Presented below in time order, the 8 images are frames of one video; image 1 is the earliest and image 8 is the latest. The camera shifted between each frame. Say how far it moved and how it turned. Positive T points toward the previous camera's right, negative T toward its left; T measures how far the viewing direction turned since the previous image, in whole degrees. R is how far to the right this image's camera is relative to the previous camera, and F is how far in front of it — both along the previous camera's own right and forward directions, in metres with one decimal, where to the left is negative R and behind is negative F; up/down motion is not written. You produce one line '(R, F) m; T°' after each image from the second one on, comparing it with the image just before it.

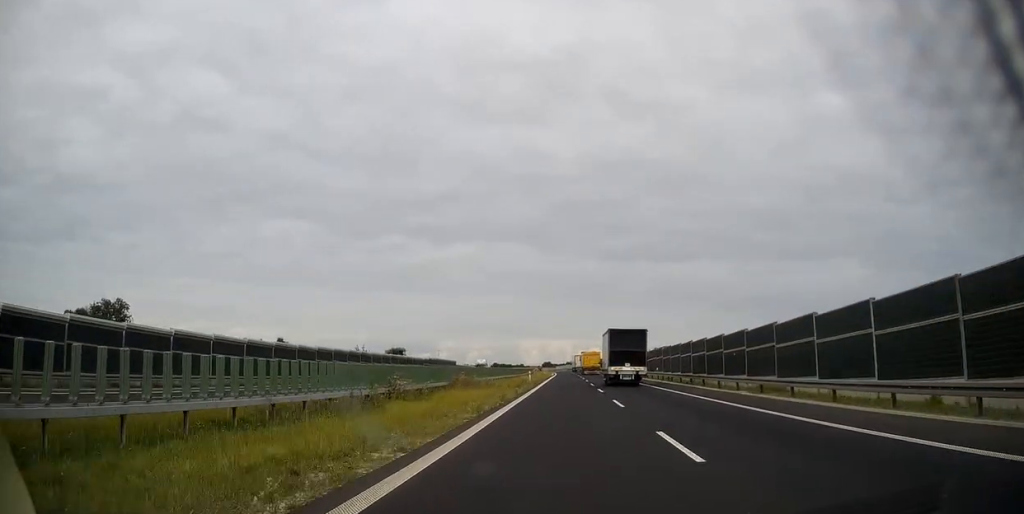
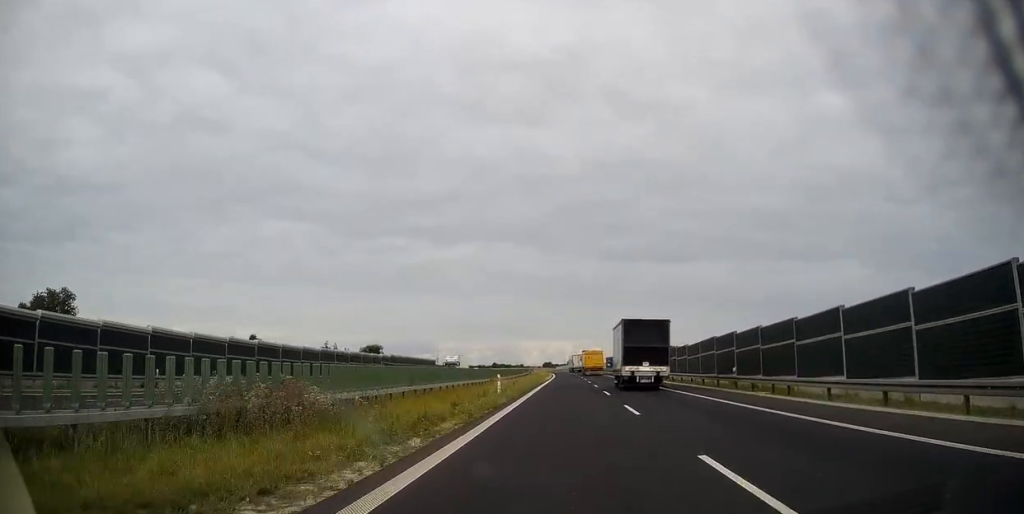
(+0.1, +27.4) m; 0°
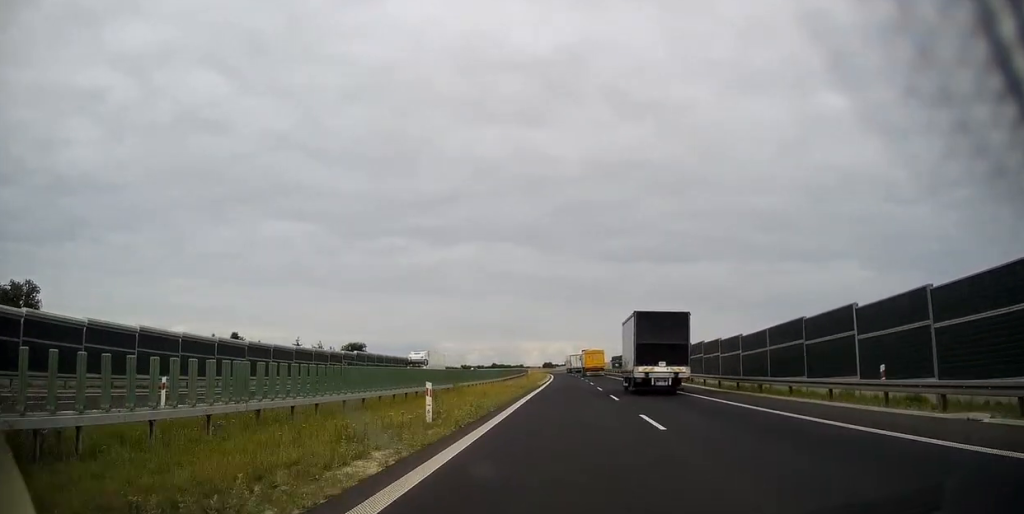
(+0.1, +16.0) m; 0°
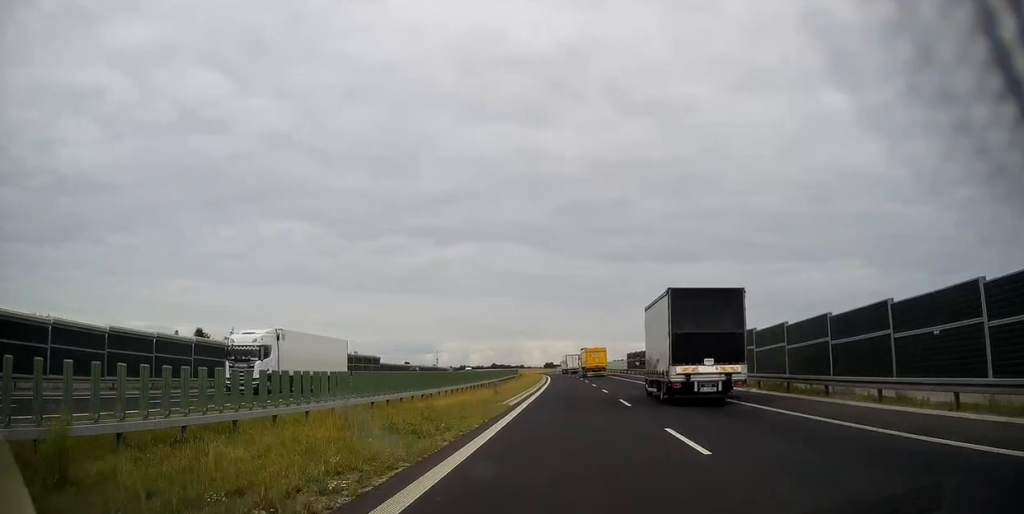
(-0.2, +26.3) m; 0°
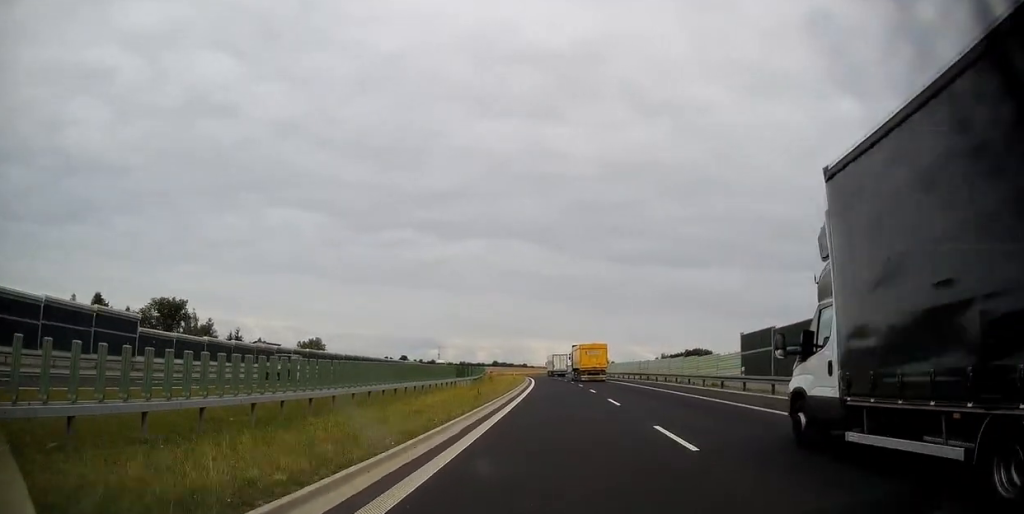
(-0.2, +59.4) m; -1°
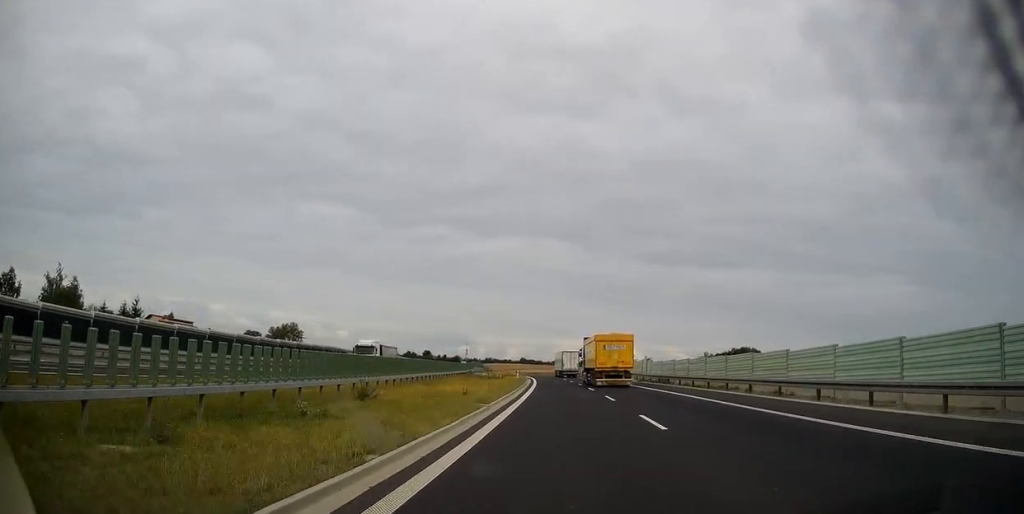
(-0.9, +55.8) m; -2°
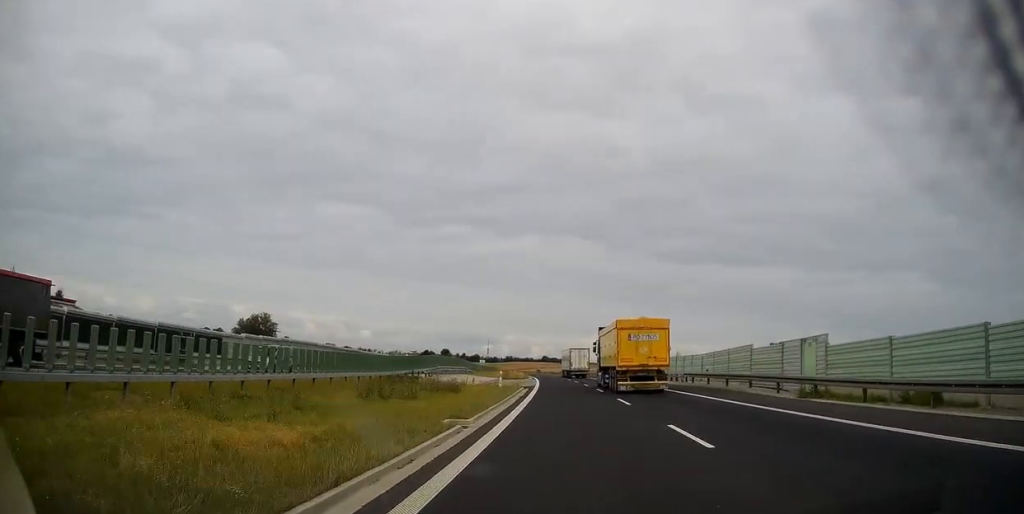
(-0.7, +38.9) m; -2°
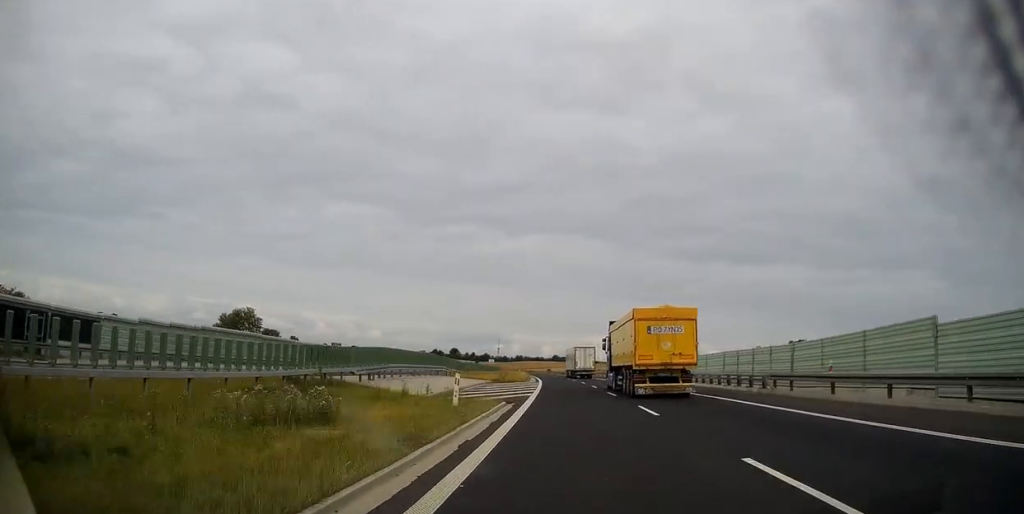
(-0.1, +17.2) m; -1°
